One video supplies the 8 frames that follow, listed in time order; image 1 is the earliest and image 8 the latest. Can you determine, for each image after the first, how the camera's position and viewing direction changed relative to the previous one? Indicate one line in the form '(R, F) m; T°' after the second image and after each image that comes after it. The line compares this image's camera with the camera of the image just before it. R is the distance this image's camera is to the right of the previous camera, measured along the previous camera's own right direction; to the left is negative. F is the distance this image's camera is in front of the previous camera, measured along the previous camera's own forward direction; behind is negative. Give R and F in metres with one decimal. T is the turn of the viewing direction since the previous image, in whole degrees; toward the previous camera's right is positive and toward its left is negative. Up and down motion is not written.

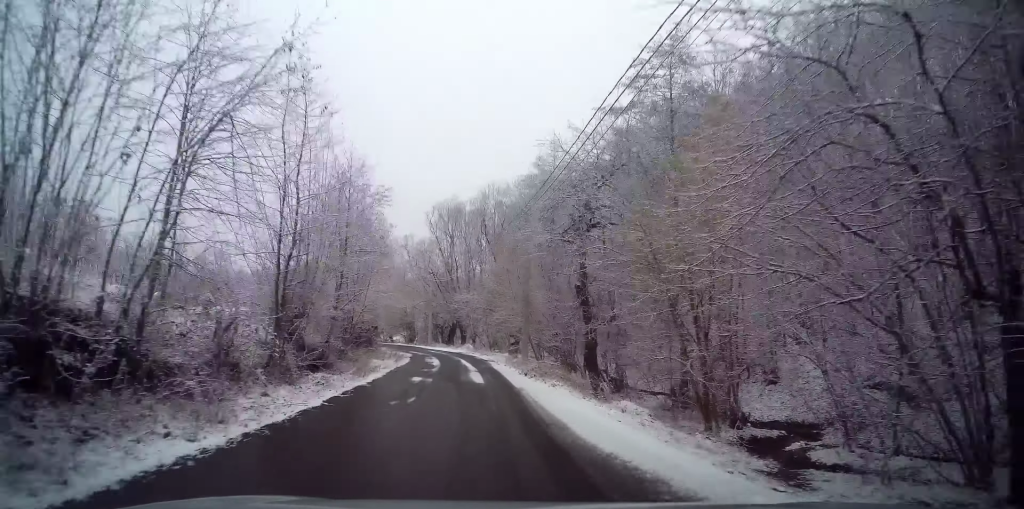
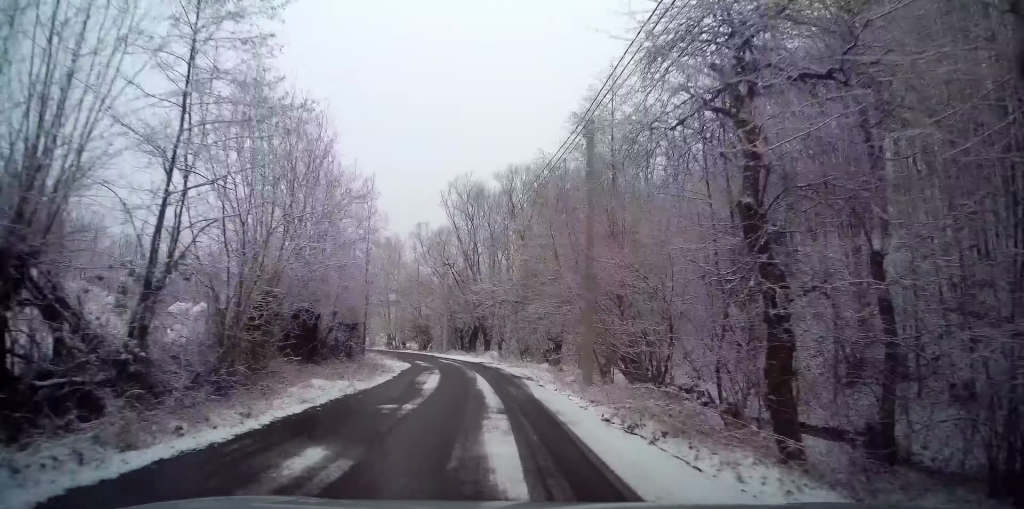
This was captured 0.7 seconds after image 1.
(-0.5, +11.9) m; -3°
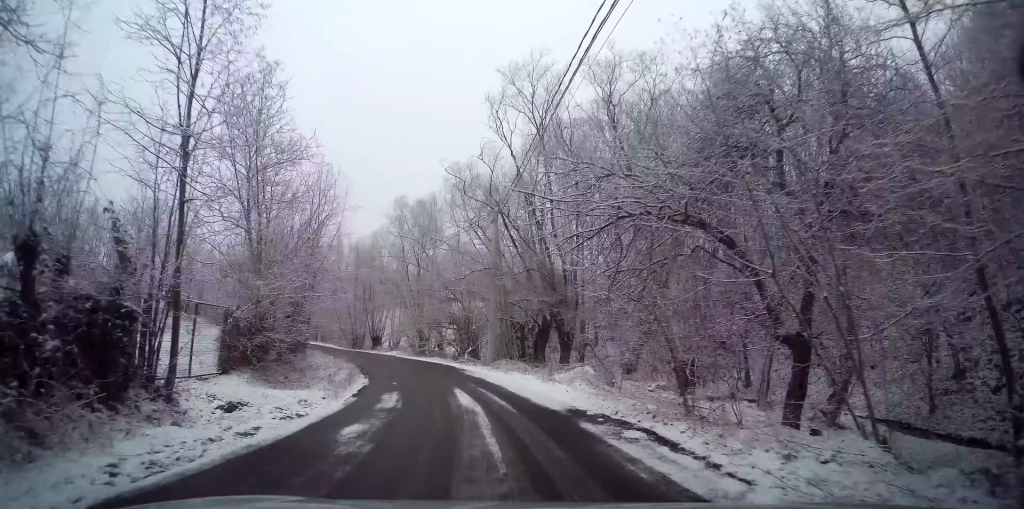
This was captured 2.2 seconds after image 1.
(-1.1, +23.4) m; -6°
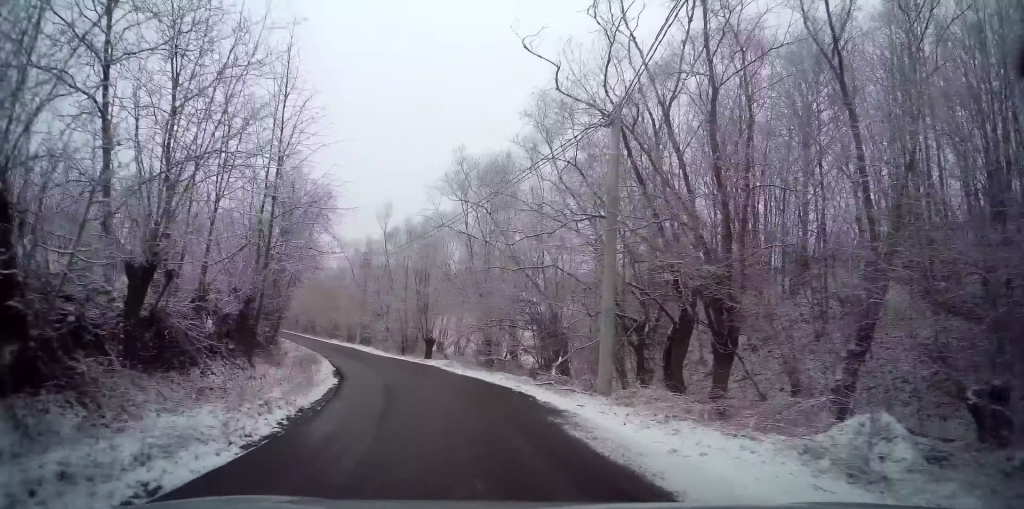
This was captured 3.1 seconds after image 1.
(-0.5, +14.2) m; -6°
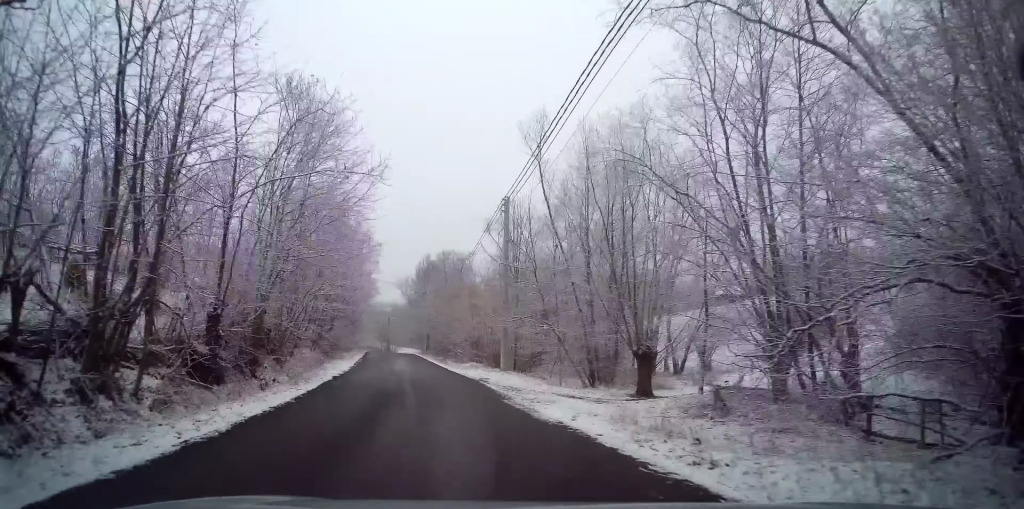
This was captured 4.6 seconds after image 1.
(-3.6, +23.4) m; -18°
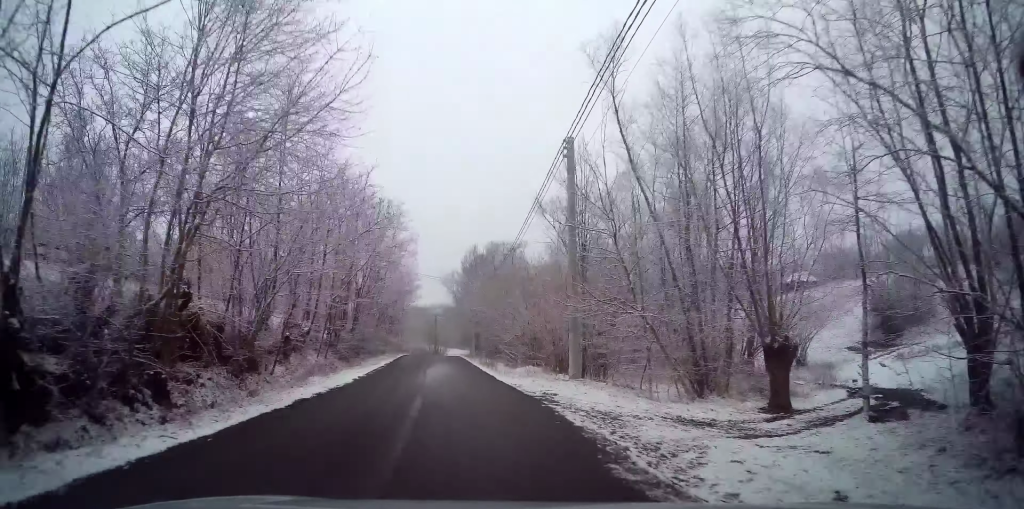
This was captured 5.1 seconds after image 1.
(-0.1, +7.5) m; -7°
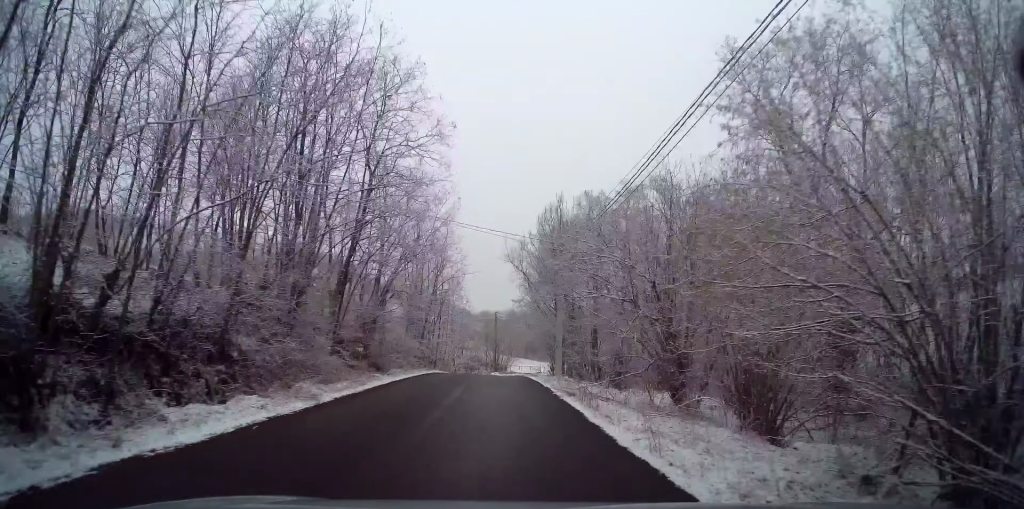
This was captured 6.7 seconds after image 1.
(-3.4, +26.7) m; -9°
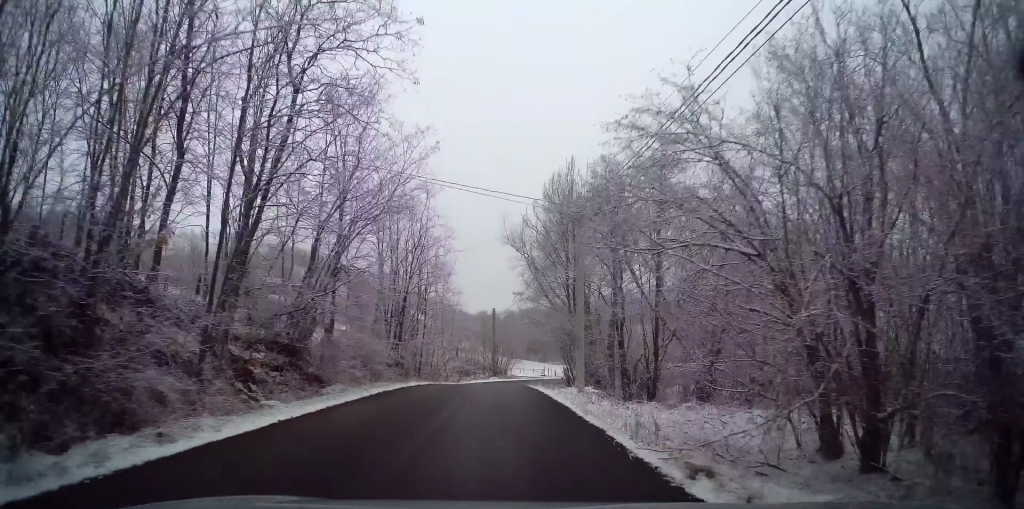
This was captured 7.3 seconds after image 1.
(0.0, +8.6) m; -1°
